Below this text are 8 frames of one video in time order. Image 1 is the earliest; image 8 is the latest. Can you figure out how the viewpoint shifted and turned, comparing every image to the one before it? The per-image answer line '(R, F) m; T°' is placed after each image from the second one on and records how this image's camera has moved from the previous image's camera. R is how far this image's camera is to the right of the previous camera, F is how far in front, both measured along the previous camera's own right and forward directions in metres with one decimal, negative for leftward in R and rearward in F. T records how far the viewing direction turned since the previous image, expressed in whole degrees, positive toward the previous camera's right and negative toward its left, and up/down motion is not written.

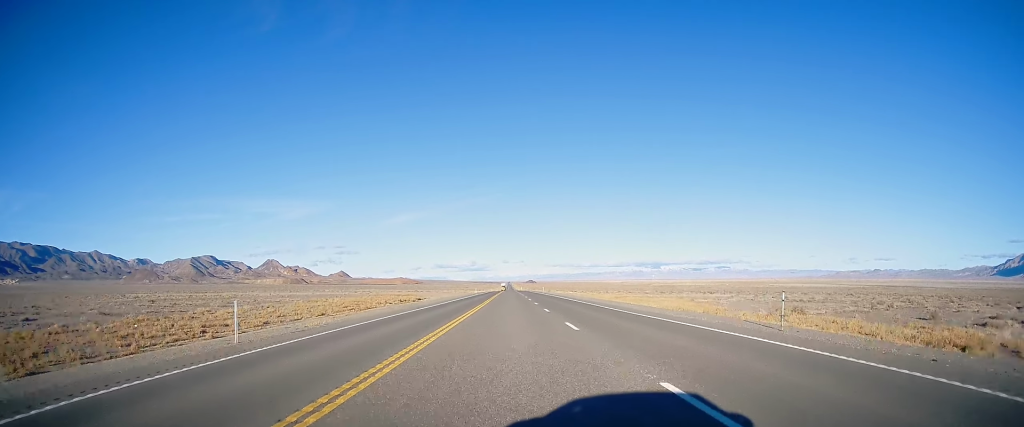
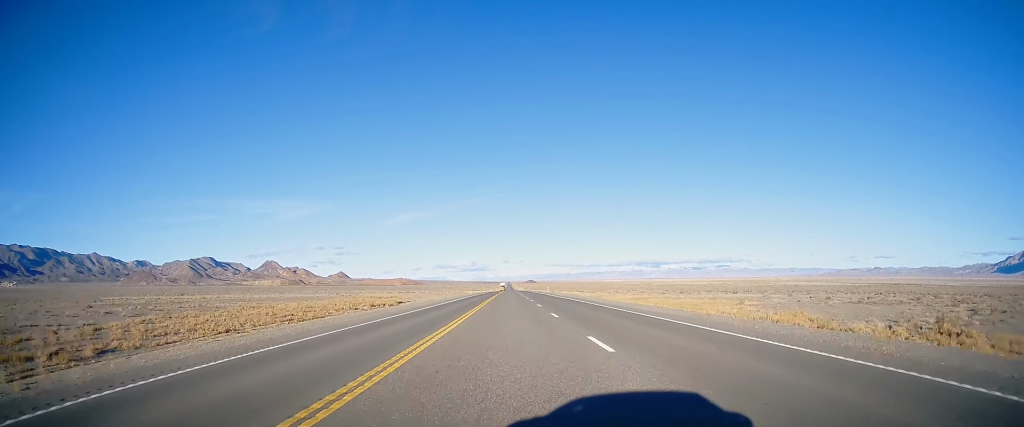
(+0.1, +17.6) m; 0°
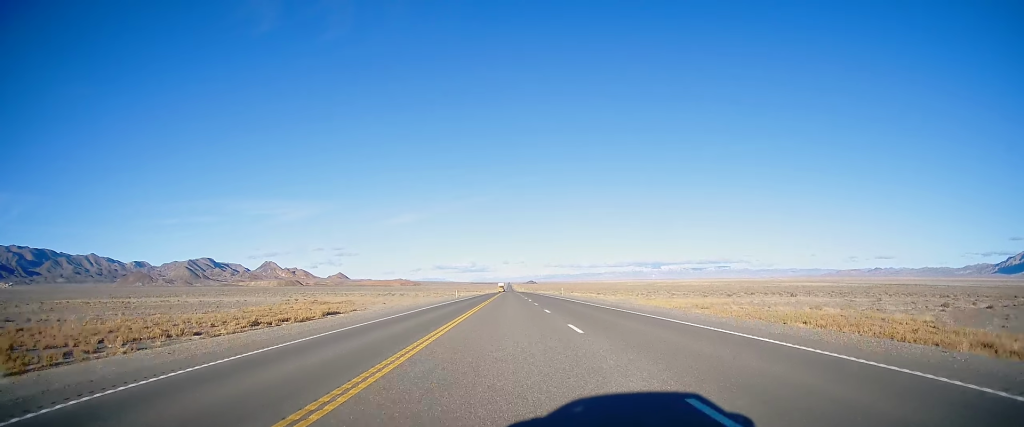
(-0.2, +32.4) m; 0°
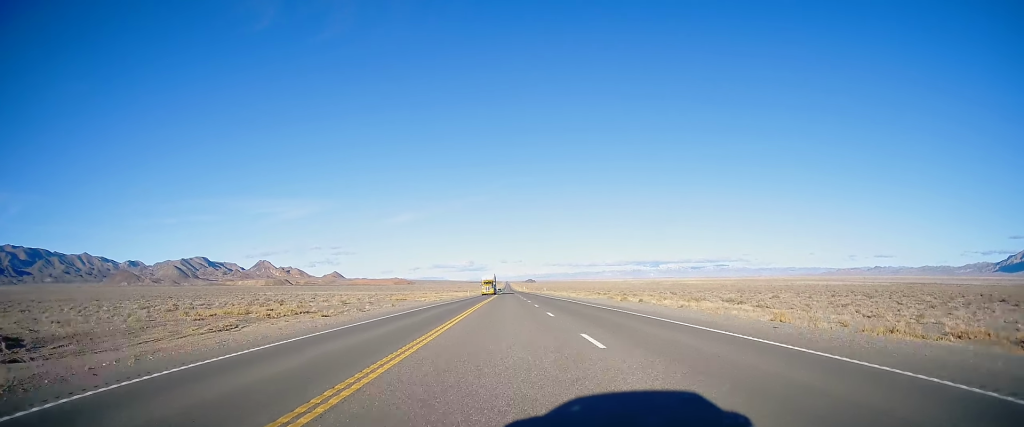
(-0.1, +89.9) m; 0°
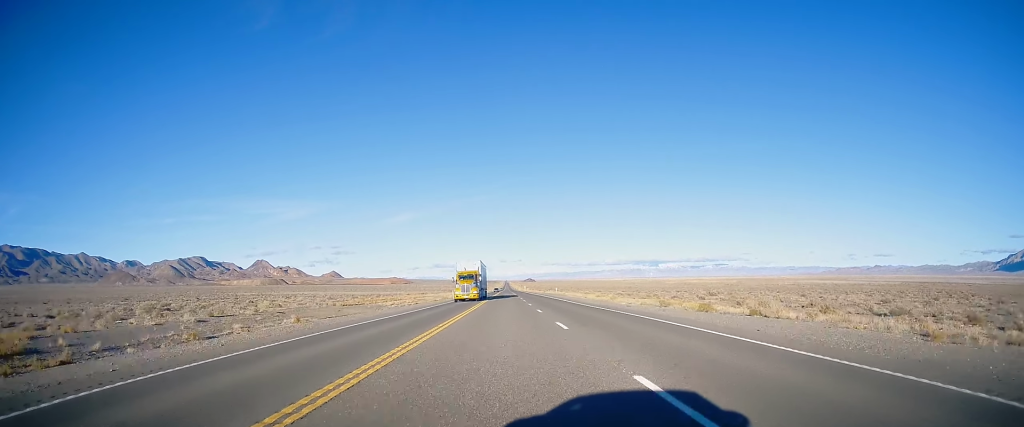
(+0.2, +31.1) m; 0°
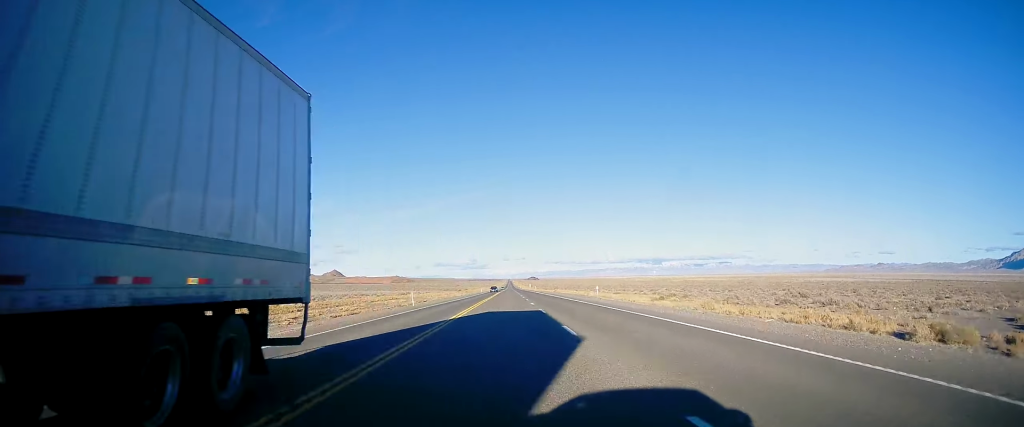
(-0.1, +39.4) m; -1°
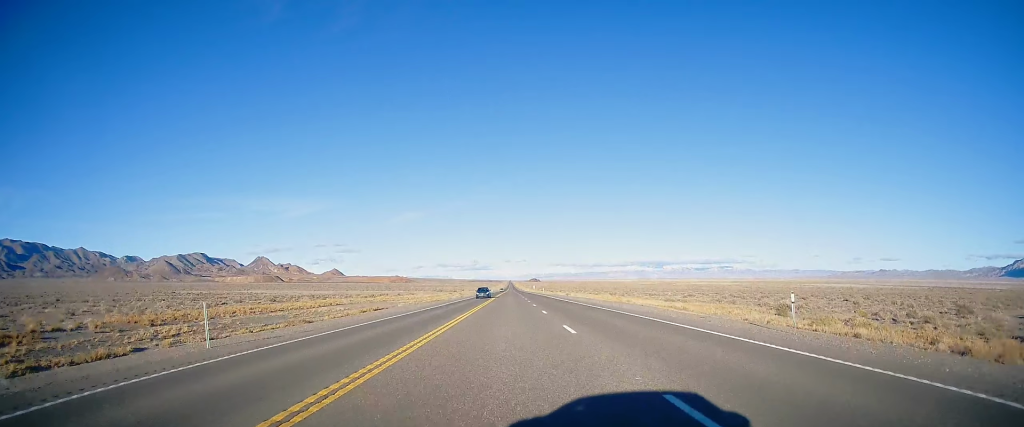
(-0.3, +35.1) m; 0°
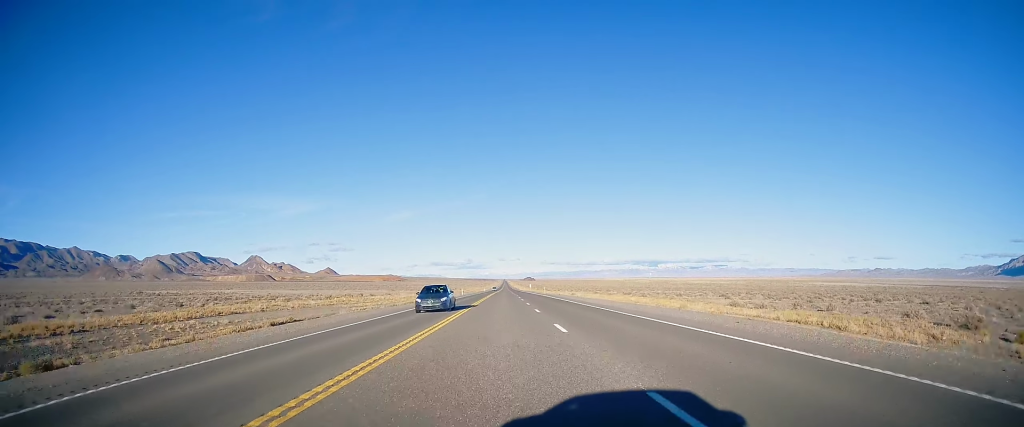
(-0.1, +24.3) m; 0°
